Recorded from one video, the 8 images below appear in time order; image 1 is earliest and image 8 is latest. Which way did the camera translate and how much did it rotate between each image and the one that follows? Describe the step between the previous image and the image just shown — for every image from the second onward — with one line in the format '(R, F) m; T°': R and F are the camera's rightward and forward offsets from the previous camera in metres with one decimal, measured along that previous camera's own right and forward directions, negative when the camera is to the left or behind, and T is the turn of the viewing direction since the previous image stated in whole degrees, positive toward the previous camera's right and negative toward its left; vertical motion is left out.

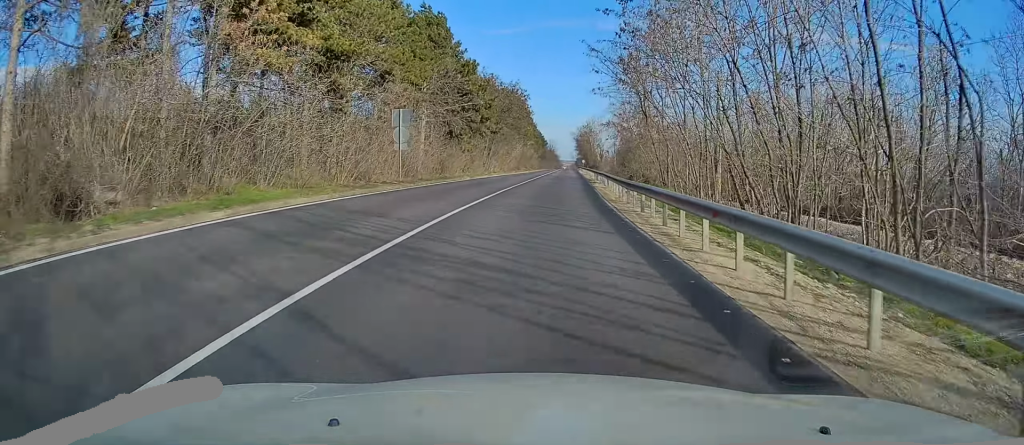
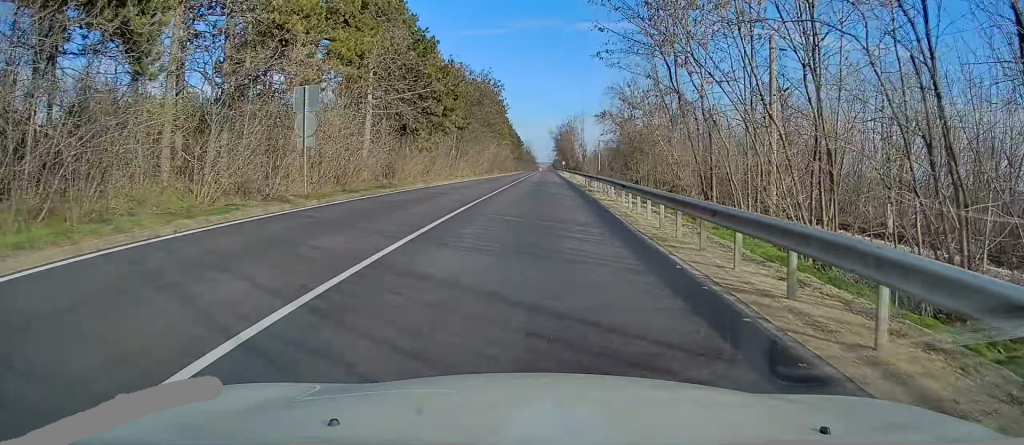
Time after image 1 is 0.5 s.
(0.0, +12.2) m; +2°
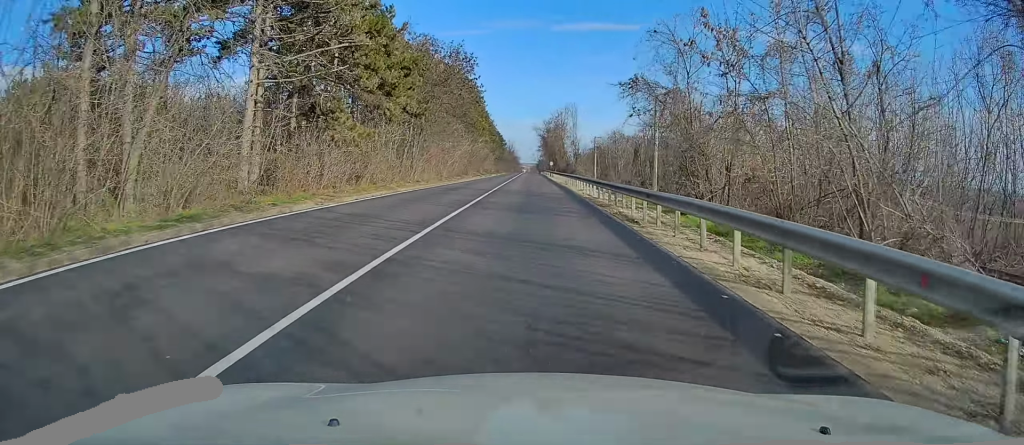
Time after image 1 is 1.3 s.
(+0.9, +17.5) m; +3°
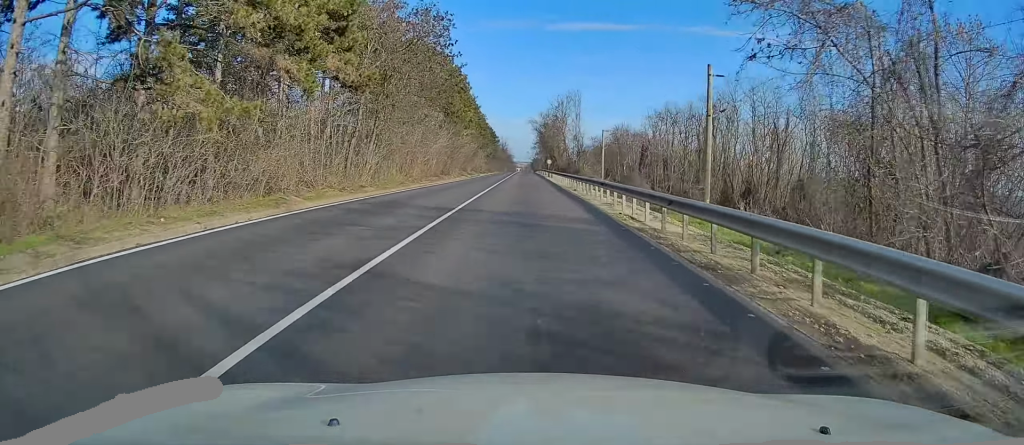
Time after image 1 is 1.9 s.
(0.0, +14.6) m; 0°
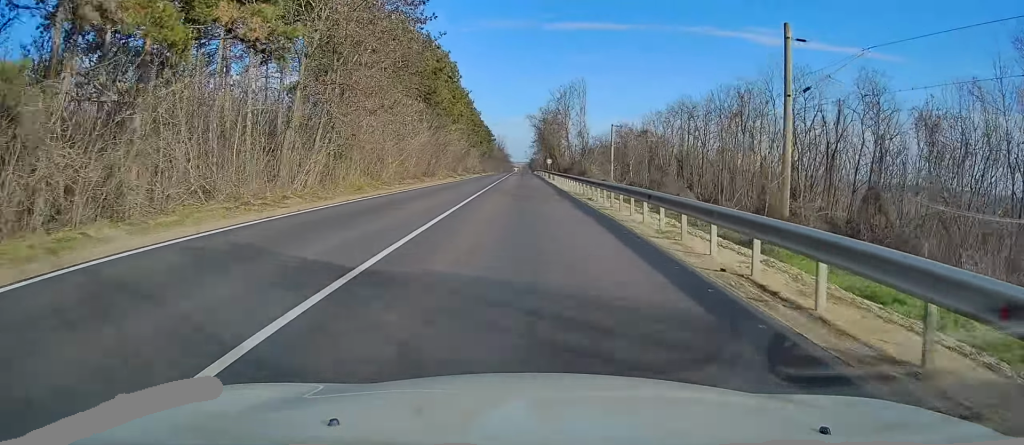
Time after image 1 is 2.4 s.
(0.0, +10.0) m; 0°
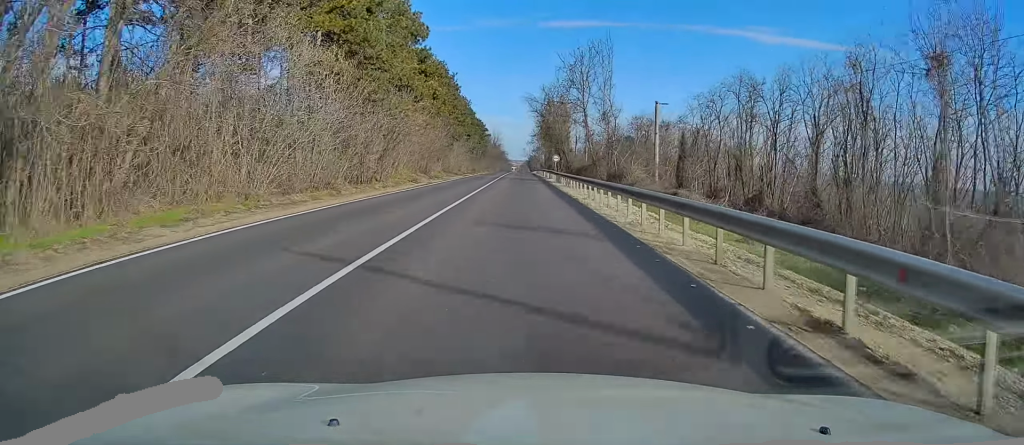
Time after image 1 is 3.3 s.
(-0.1, +22.4) m; 0°
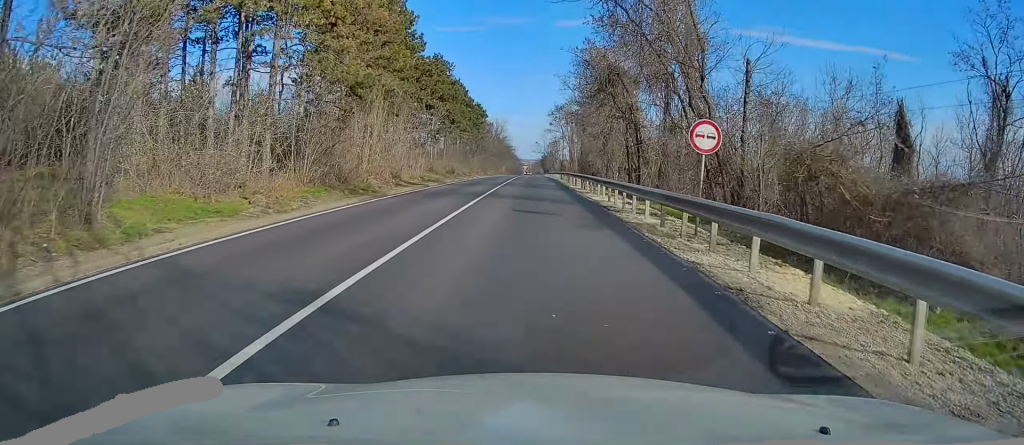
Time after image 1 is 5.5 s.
(-0.4, +51.0) m; -1°
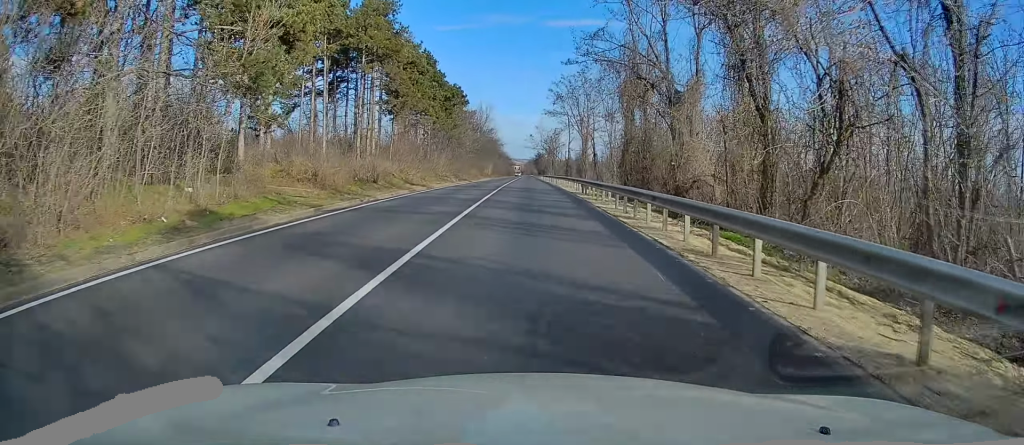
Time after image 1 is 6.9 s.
(+0.2, +34.3) m; +1°
